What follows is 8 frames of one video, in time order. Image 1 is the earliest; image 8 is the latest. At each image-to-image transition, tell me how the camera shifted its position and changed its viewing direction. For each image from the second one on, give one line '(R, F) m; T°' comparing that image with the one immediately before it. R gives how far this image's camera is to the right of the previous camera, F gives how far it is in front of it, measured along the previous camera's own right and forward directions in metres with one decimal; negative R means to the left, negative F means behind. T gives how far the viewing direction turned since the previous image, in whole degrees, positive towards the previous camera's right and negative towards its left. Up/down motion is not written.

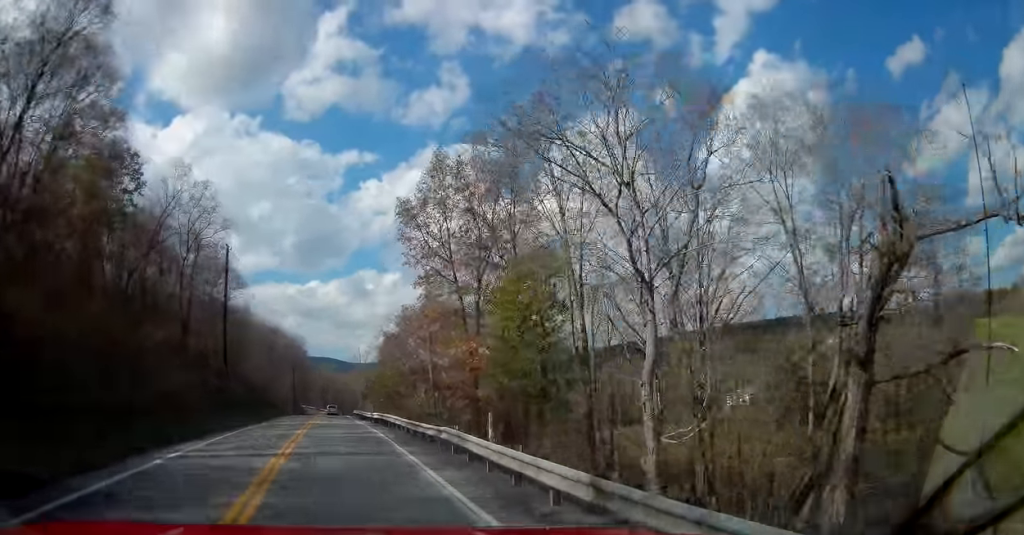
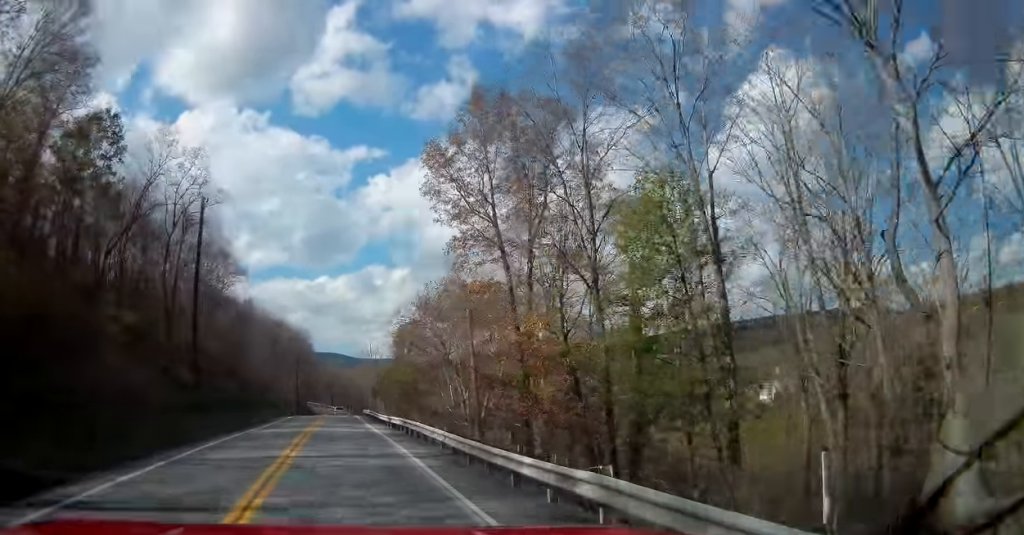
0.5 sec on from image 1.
(-0.2, +9.0) m; 0°
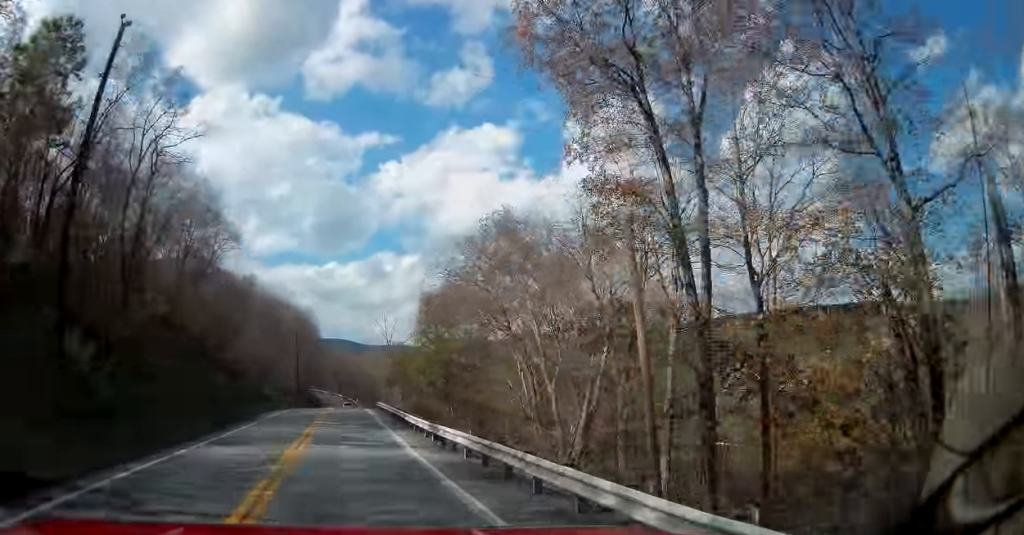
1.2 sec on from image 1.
(-0.1, +14.0) m; 0°
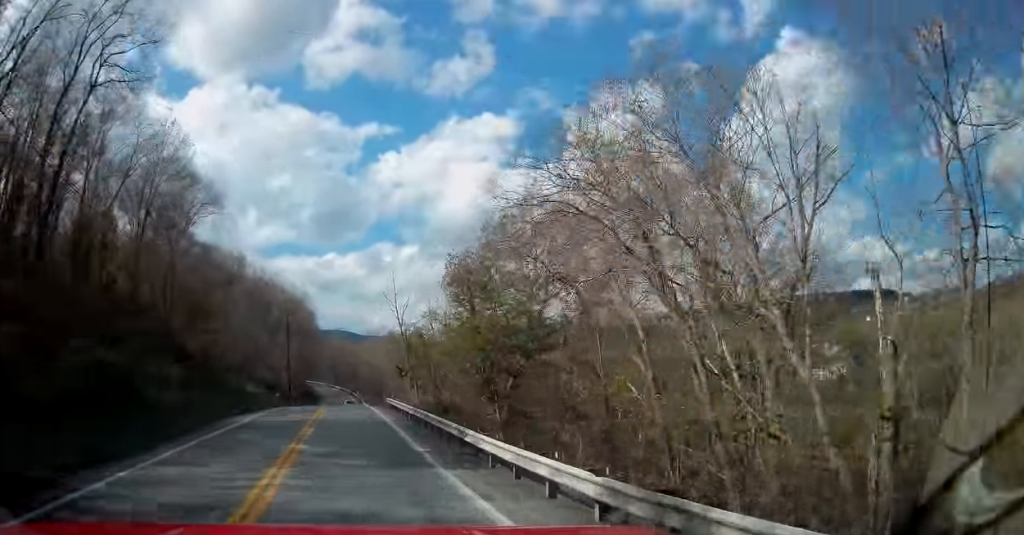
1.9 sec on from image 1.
(+0.1, +13.8) m; 0°
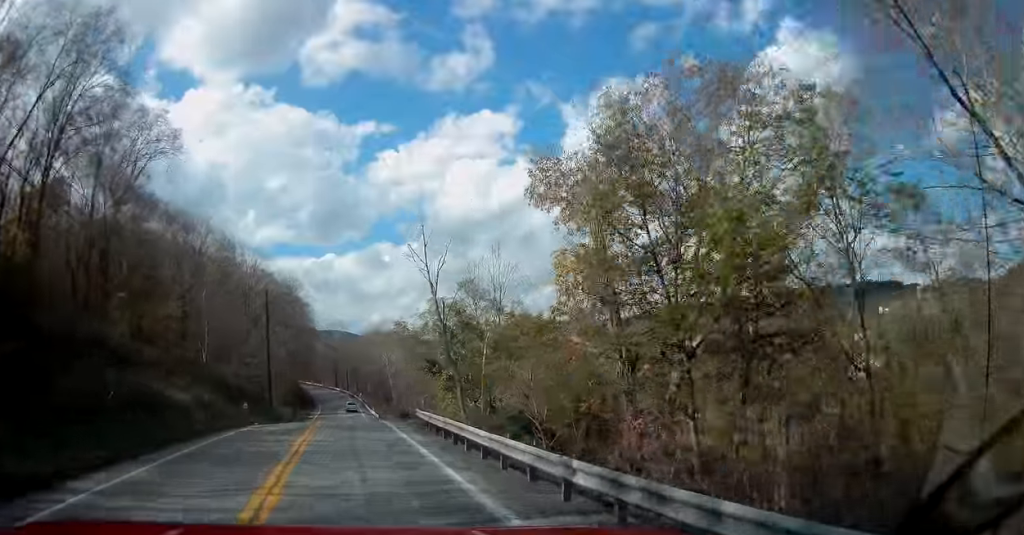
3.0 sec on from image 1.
(-0.2, +19.2) m; 0°
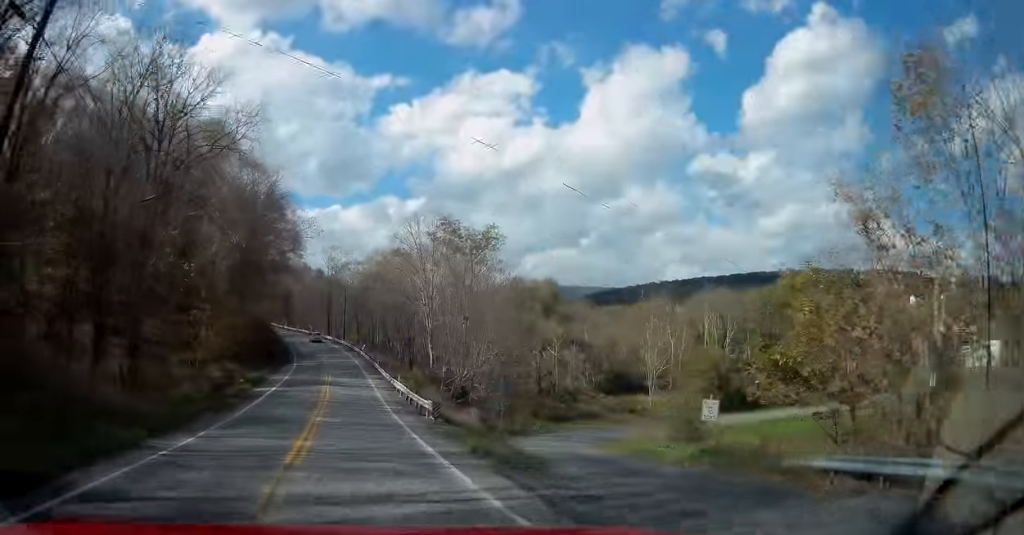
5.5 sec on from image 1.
(+0.3, +45.9) m; +1°
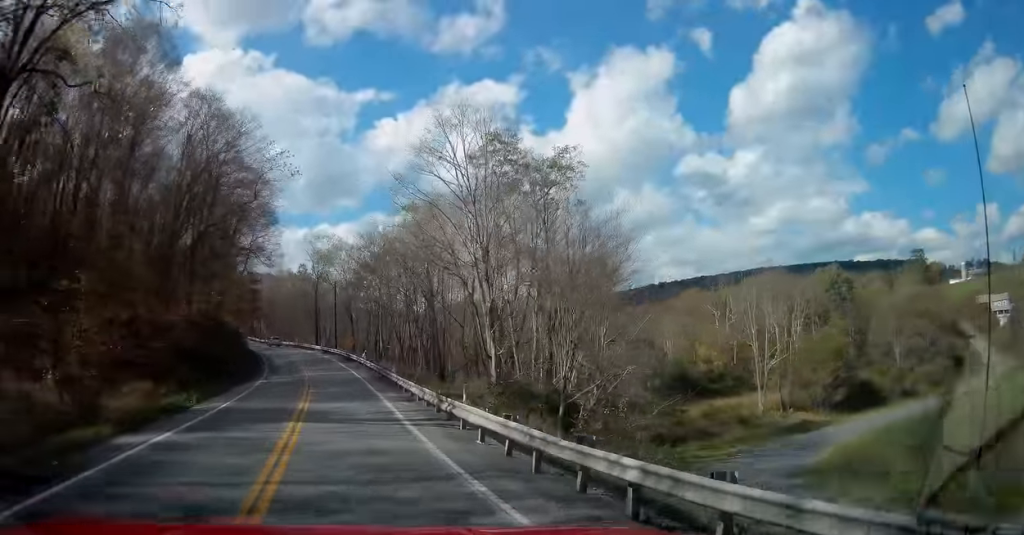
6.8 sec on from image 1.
(+0.2, +23.1) m; 0°
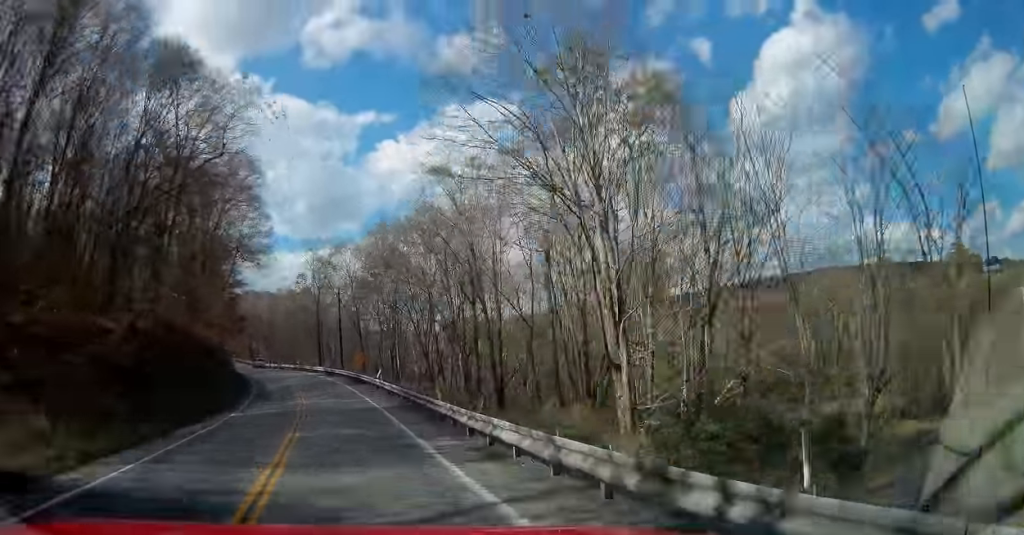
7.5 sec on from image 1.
(-0.1, +13.1) m; -1°
